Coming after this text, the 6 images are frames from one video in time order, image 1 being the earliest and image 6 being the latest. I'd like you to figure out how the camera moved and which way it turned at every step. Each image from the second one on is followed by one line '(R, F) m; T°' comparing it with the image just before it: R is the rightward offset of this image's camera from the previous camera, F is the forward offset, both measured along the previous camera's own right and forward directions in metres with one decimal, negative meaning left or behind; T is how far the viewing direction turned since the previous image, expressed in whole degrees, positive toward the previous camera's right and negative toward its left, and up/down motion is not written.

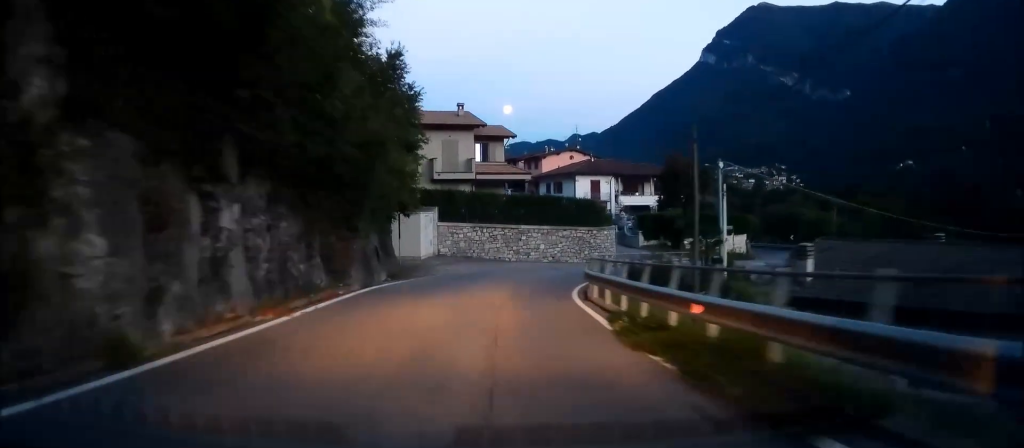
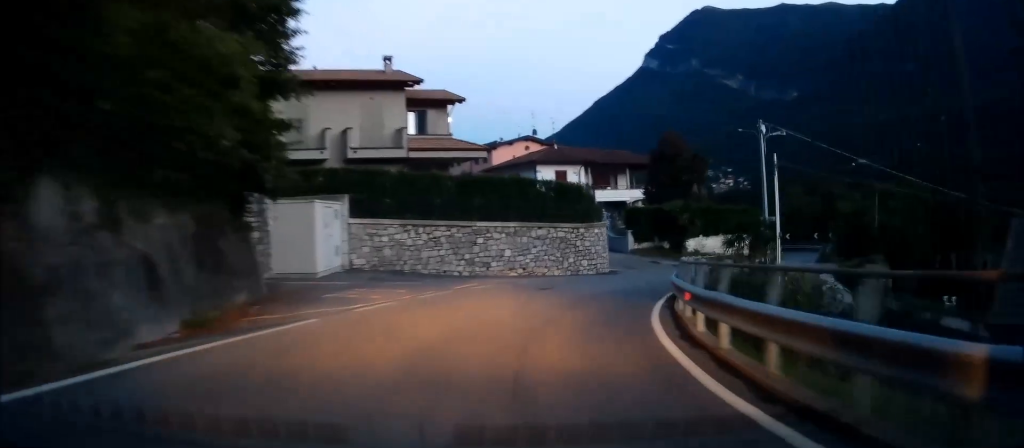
(+0.6, +13.6) m; +13°
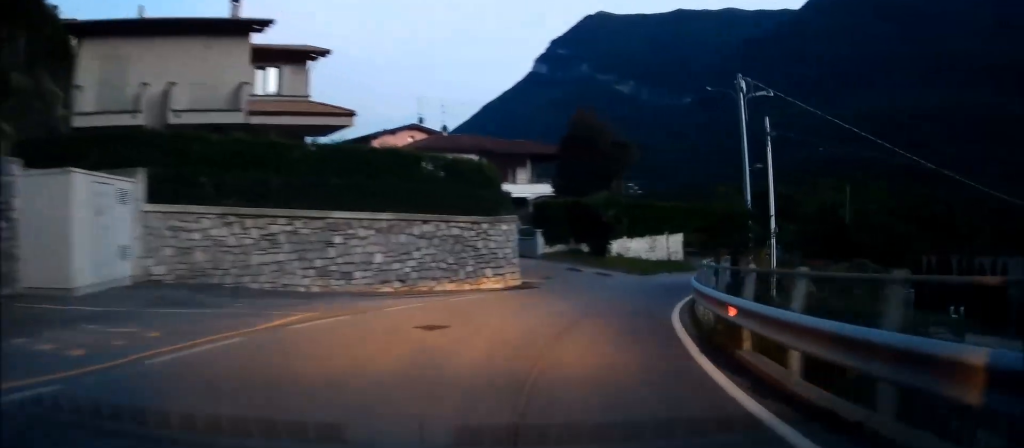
(+1.2, +9.6) m; +11°
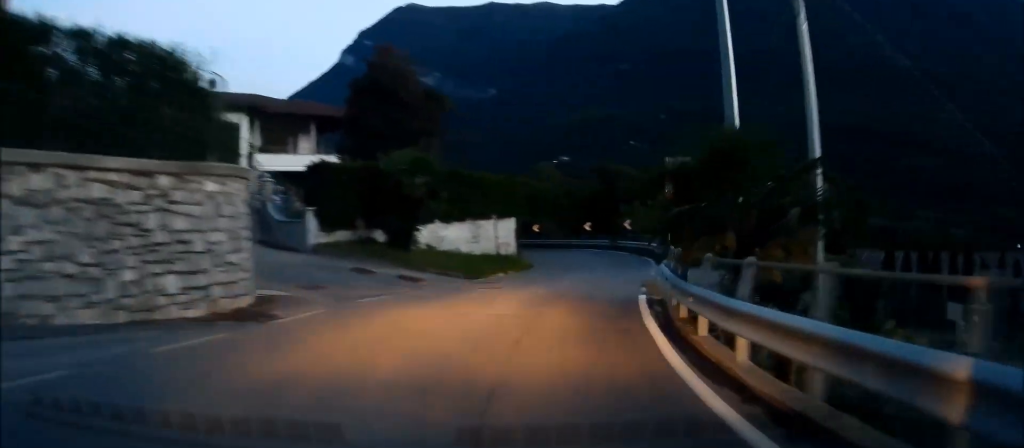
(+1.6, +13.7) m; +14°
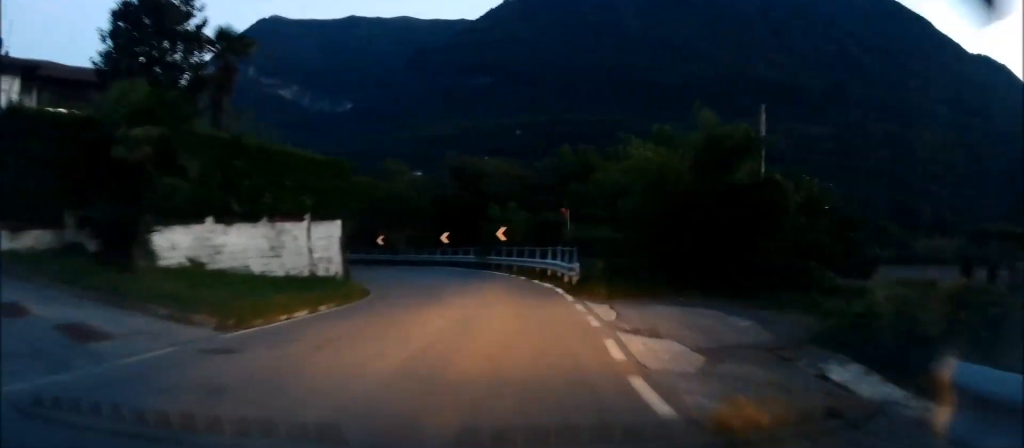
(+1.5, +12.7) m; +9°
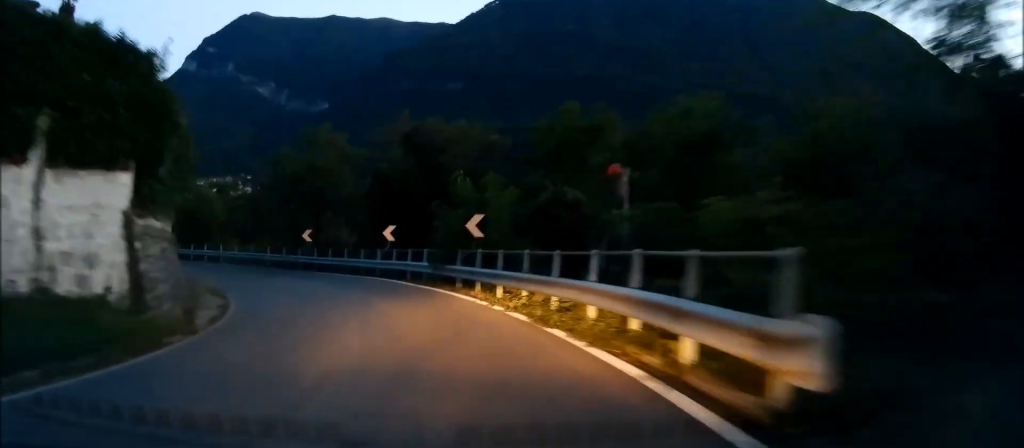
(+0.4, +15.2) m; +1°
